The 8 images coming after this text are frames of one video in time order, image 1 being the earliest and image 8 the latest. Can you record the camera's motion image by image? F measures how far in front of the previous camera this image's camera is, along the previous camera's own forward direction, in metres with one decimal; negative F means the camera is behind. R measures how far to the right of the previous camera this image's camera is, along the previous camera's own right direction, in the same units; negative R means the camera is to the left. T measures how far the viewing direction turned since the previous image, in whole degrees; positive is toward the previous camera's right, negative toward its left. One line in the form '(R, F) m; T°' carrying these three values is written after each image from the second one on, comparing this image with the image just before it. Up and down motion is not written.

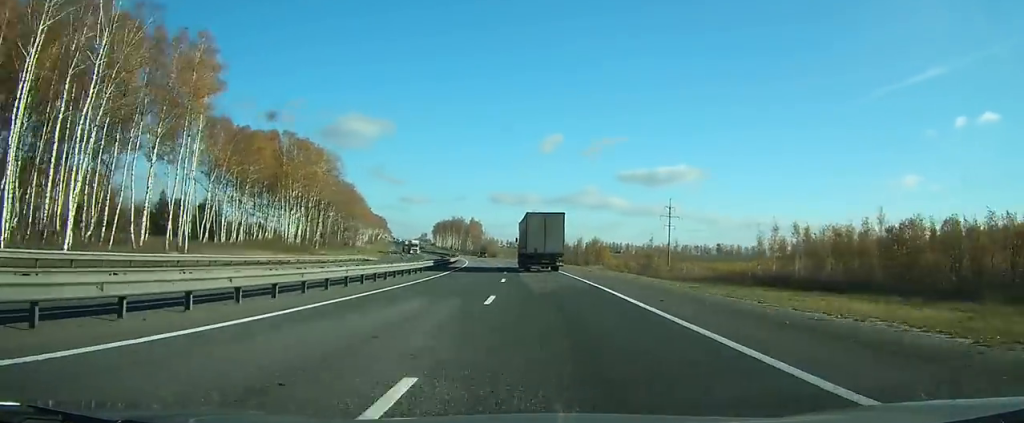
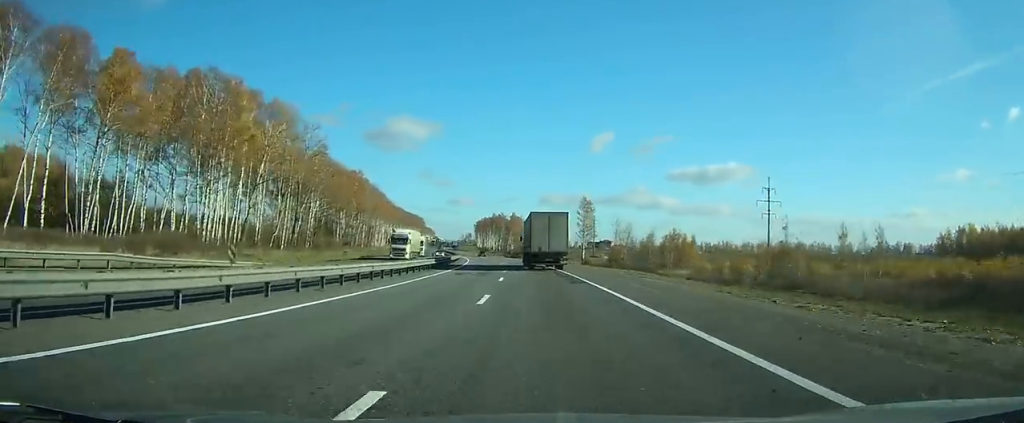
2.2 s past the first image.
(-2.1, +47.1) m; -4°
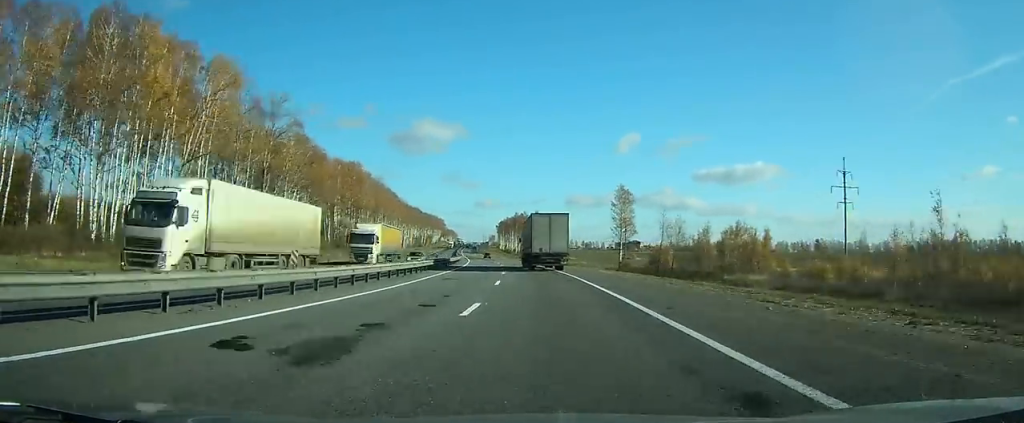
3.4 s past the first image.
(-0.4, +27.4) m; -2°
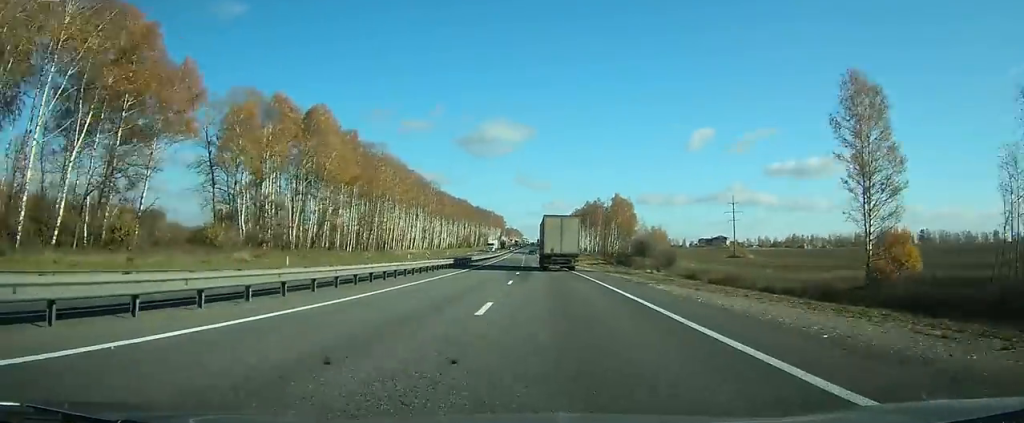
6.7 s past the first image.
(-4.2, +71.5) m; -6°
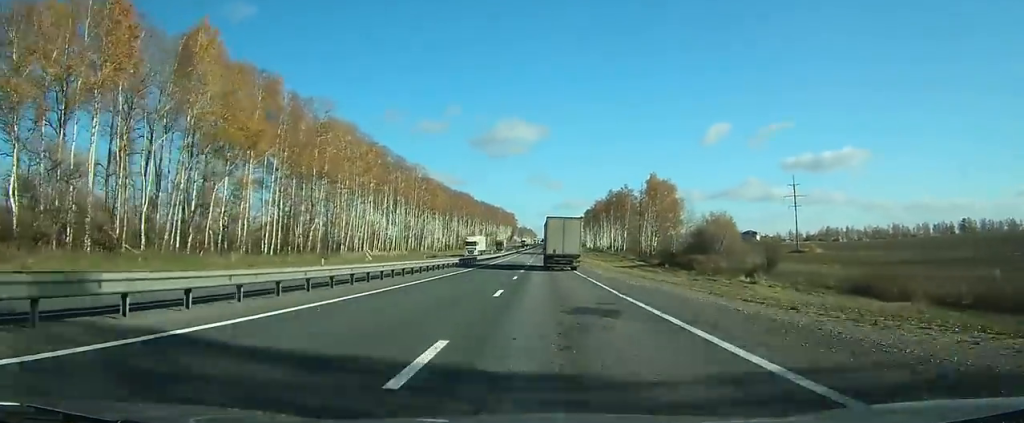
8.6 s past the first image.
(-0.9, +39.7) m; -2°
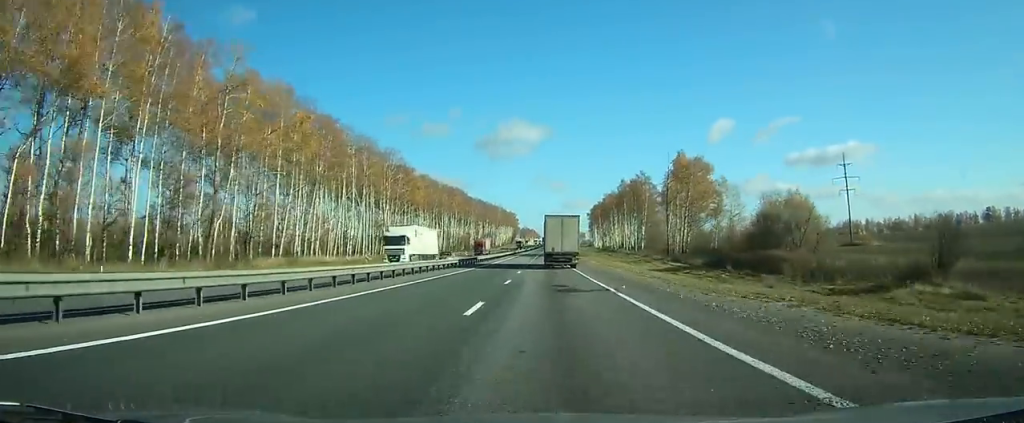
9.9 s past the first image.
(-0.2, +26.9) m; -1°
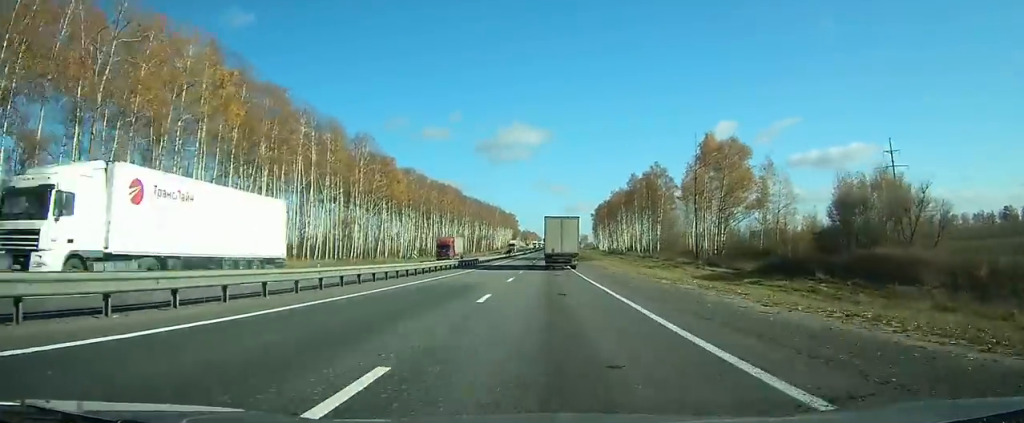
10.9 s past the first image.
(-0.1, +20.7) m; 0°
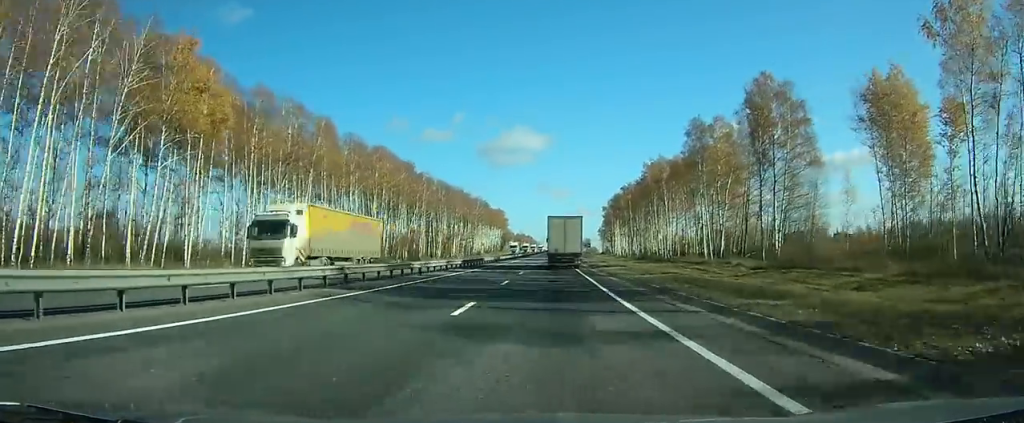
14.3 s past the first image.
(-0.1, +80.1) m; 0°
